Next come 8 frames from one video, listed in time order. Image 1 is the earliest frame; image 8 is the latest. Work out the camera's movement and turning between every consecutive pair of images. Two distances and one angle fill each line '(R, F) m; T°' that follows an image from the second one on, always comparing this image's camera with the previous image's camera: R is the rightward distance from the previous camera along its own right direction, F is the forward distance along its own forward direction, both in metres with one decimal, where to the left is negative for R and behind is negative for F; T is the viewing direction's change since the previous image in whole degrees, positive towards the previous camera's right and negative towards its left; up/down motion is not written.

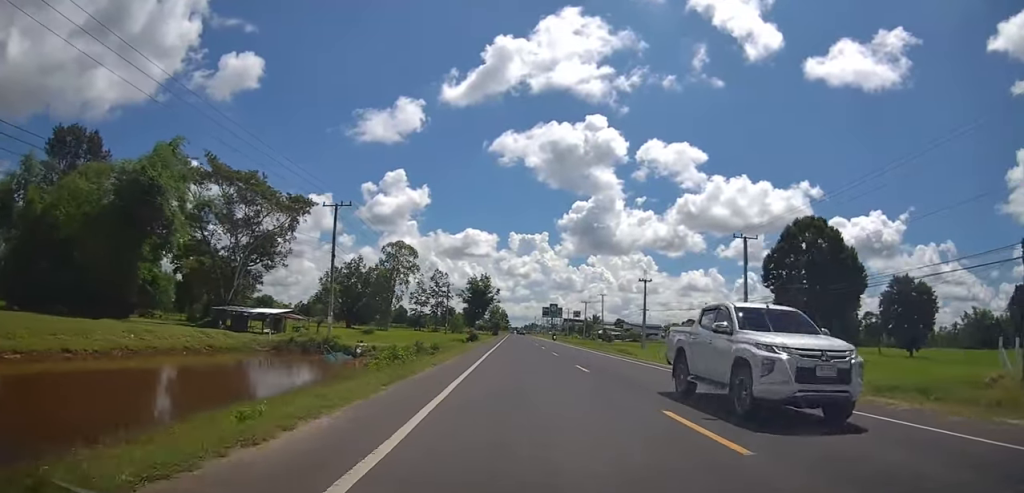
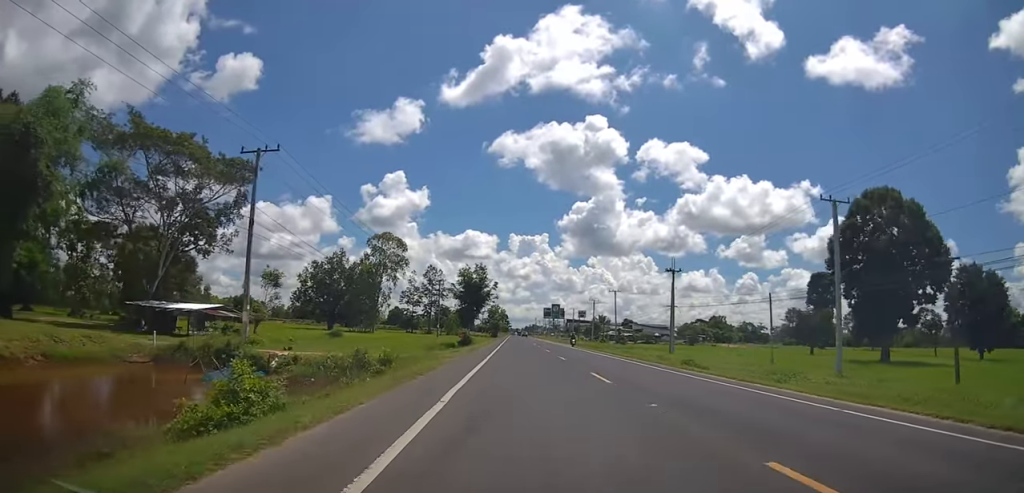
(-0.1, +15.6) m; -1°
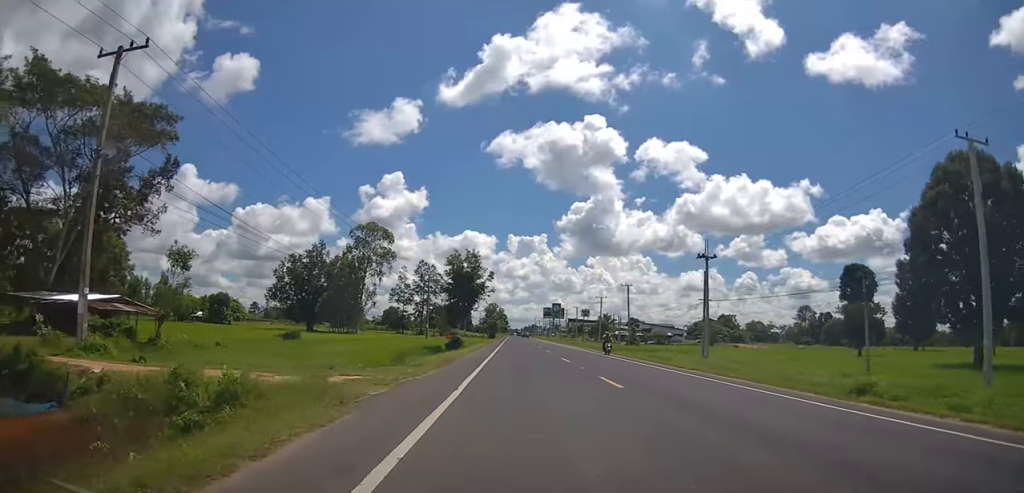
(-0.6, +13.6) m; 0°
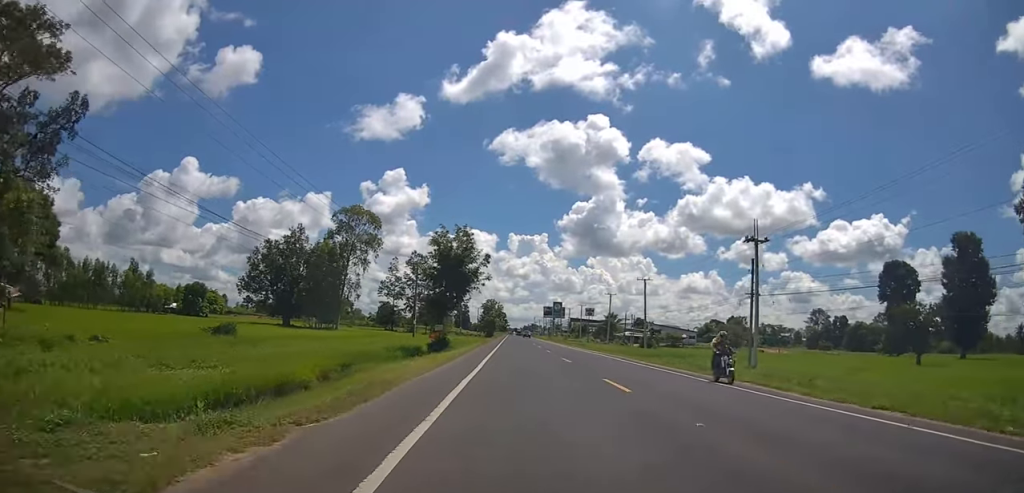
(+0.3, +12.8) m; 0°
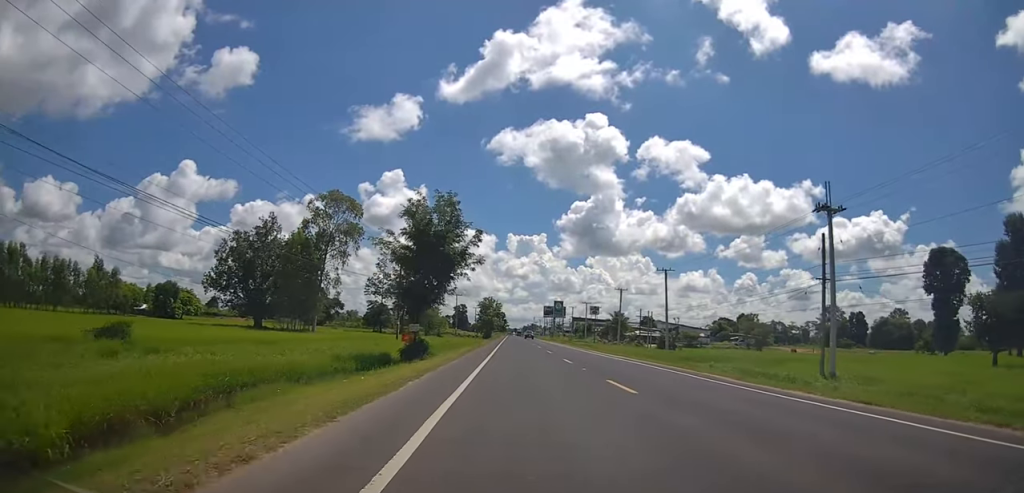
(+0.4, +12.5) m; 0°
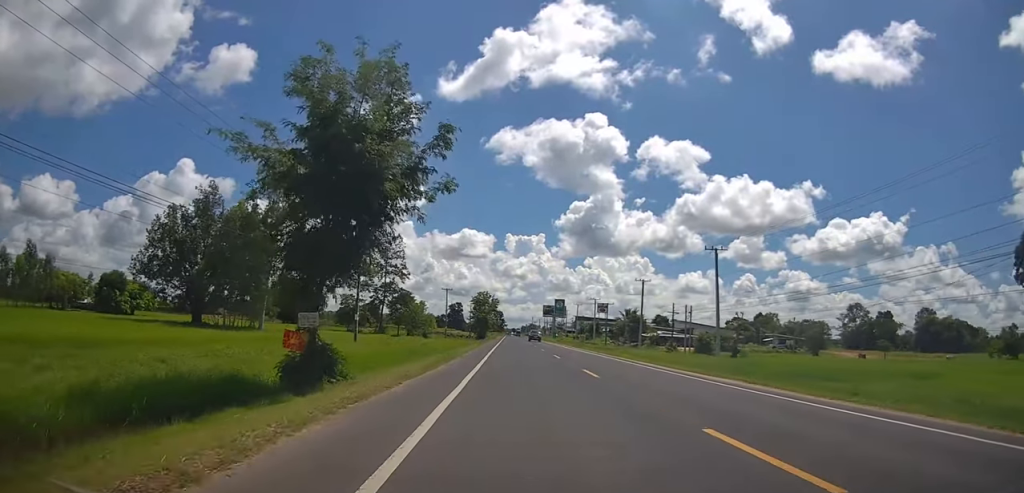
(-0.8, +19.7) m; 0°
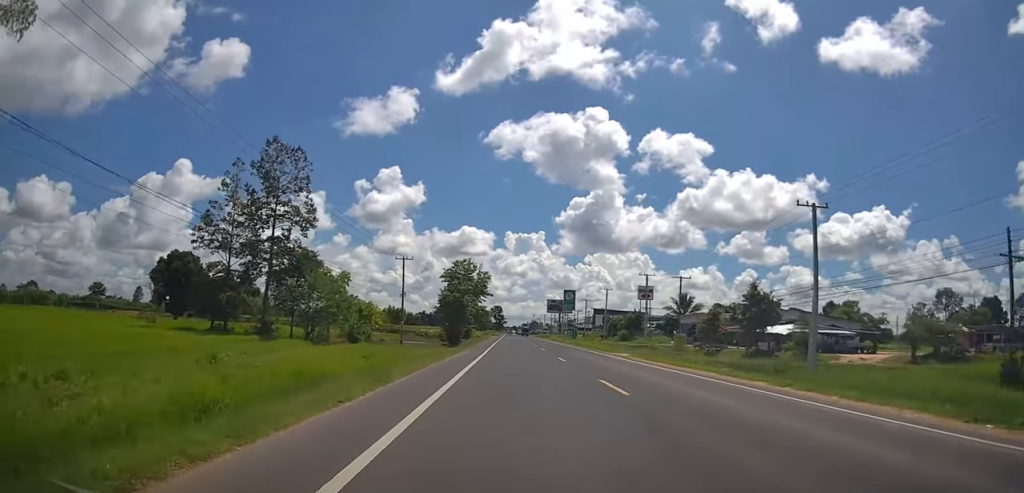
(+0.4, +53.8) m; 0°
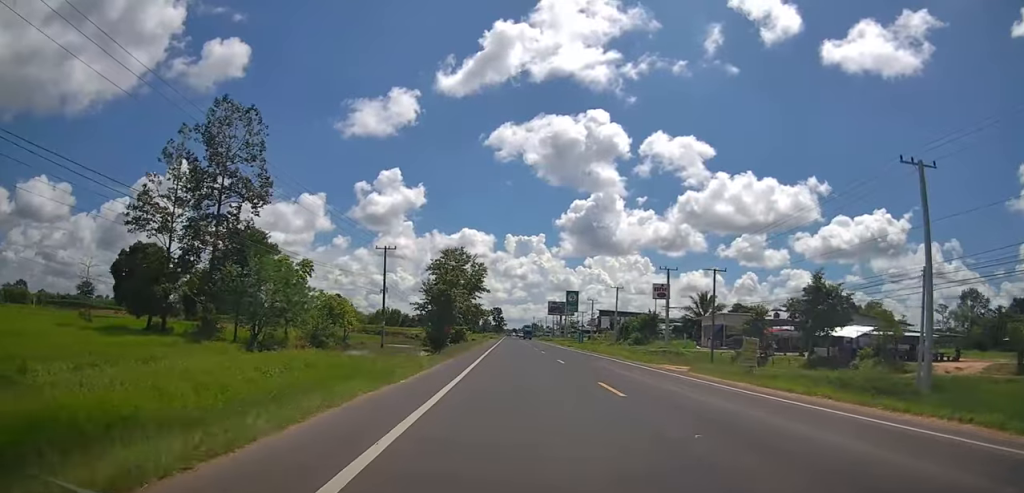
(+0.5, +11.9) m; 0°
